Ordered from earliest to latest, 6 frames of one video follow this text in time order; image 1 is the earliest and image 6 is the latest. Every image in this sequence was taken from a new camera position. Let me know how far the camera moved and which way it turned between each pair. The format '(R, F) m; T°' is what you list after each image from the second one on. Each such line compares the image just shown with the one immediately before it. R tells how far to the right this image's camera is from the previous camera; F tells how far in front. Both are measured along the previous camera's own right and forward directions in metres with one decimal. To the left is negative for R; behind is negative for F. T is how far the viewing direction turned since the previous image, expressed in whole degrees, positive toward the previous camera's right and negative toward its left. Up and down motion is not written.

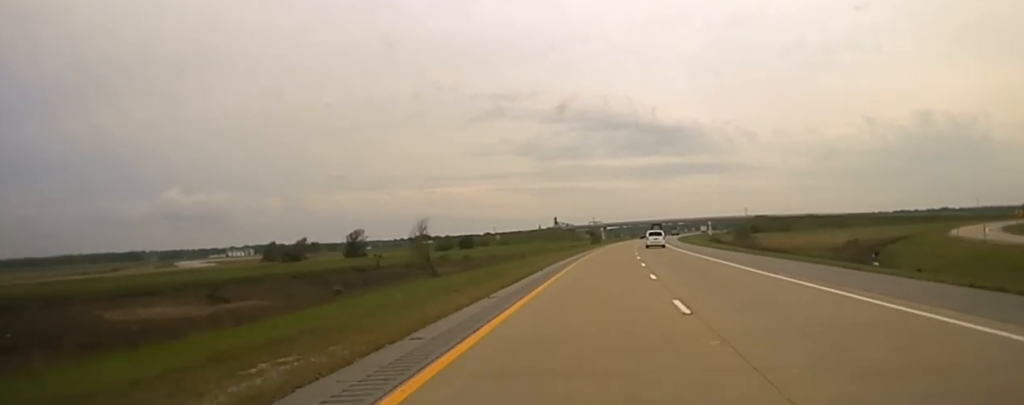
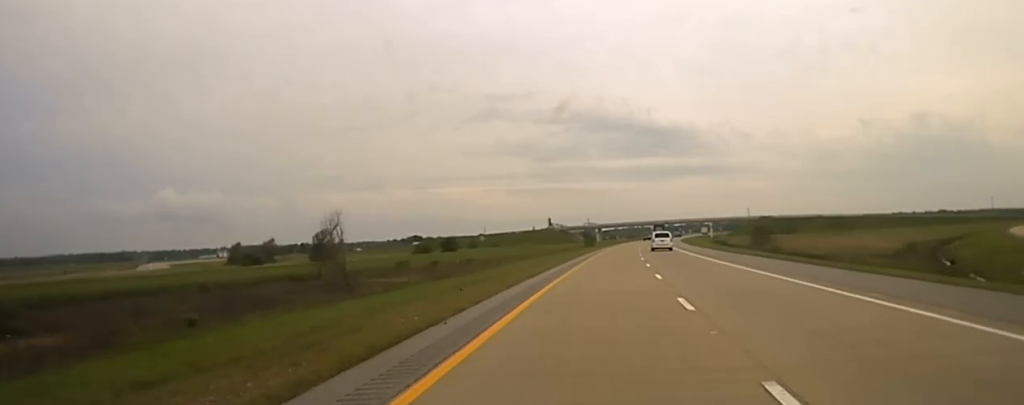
(+0.1, +20.7) m; +1°
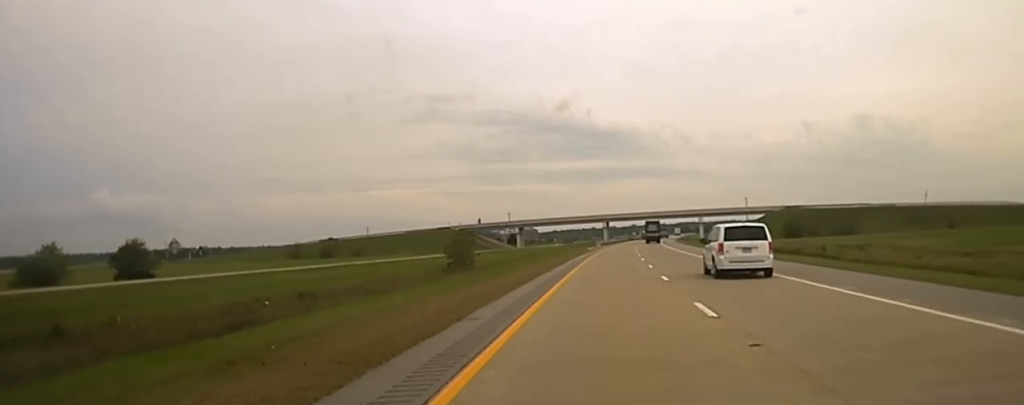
(+4.7, +161.8) m; +3°
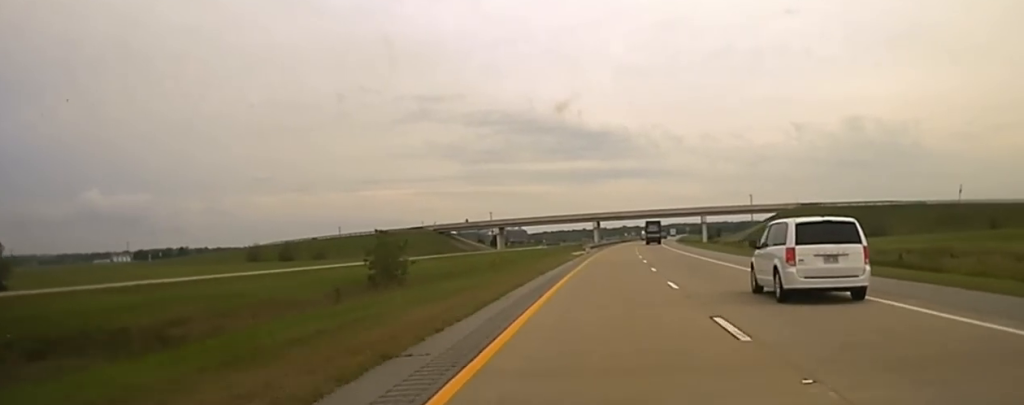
(+0.2, +31.8) m; +1°
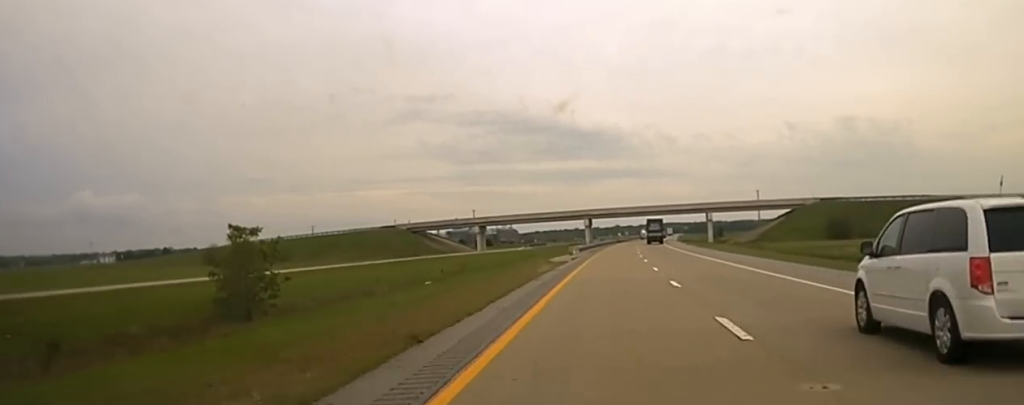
(-0.1, +28.5) m; +1°
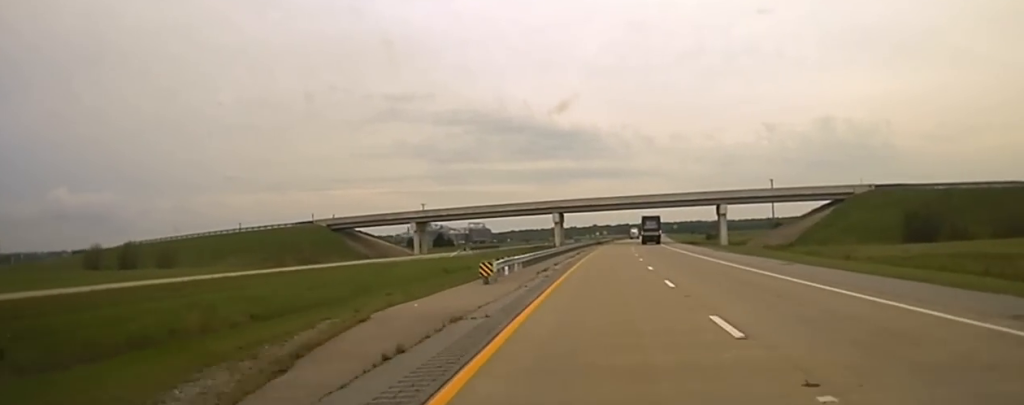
(+0.8, +47.6) m; +1°
